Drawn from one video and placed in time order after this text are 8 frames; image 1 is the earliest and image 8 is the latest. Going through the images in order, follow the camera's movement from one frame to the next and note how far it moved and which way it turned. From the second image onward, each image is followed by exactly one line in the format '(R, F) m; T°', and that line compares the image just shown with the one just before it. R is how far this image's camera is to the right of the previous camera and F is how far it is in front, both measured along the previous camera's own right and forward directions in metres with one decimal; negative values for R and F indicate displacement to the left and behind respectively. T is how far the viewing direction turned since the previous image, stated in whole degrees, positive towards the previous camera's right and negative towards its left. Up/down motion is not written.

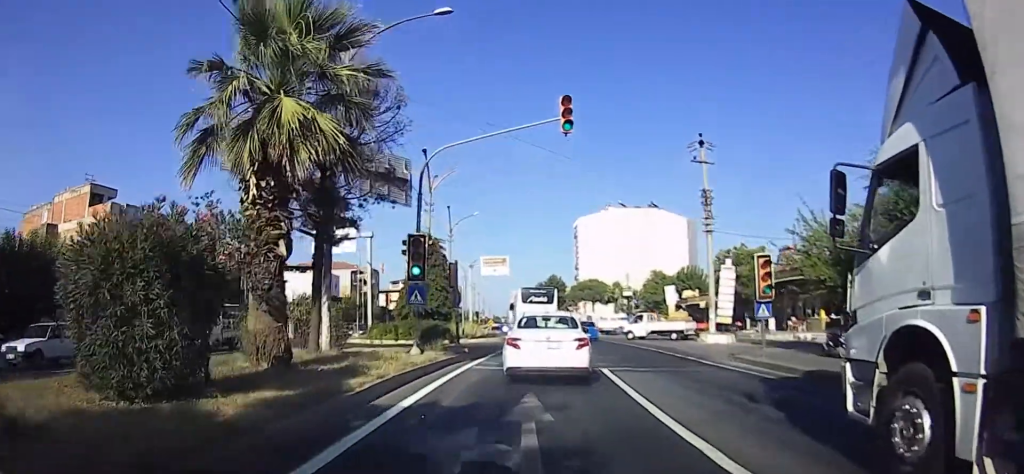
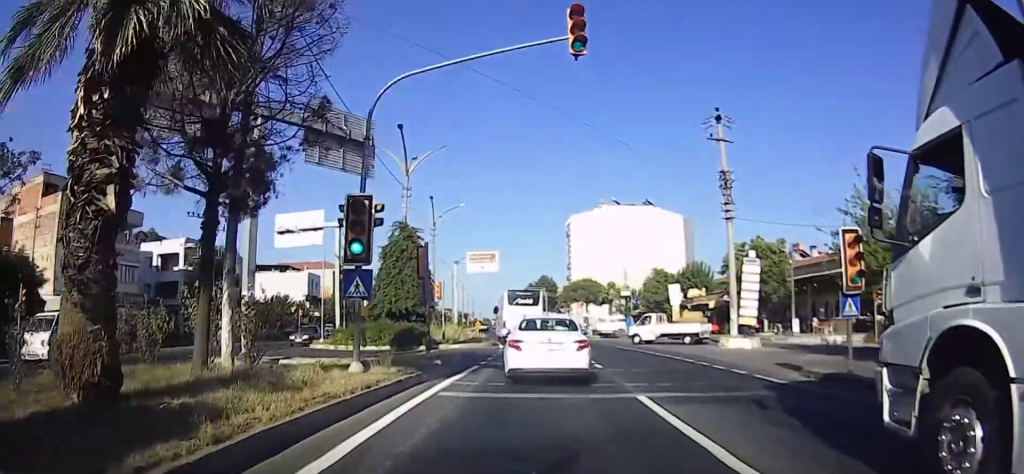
(0.0, +5.0) m; 0°
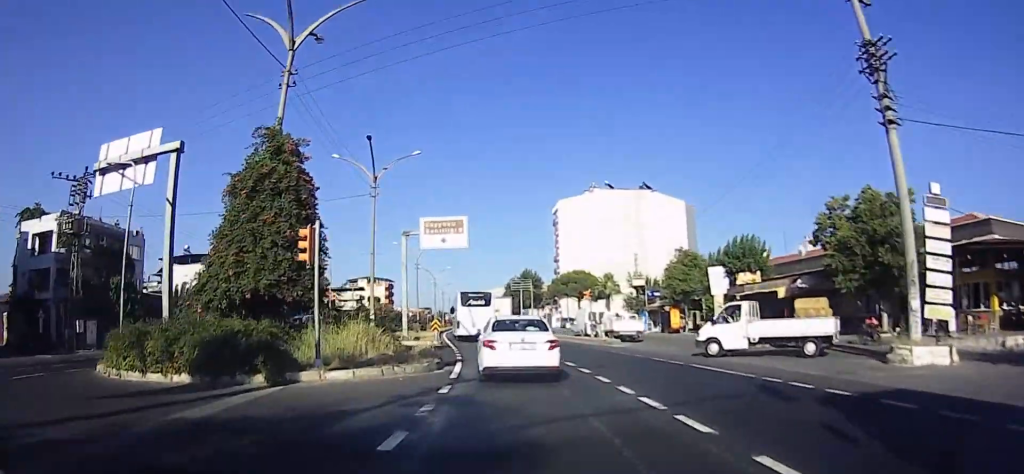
(0.0, +15.4) m; 0°
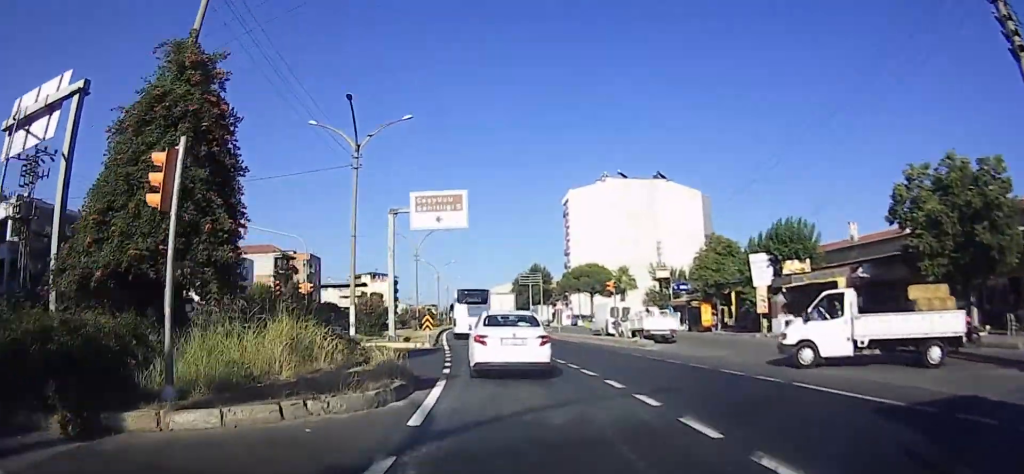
(0.0, +5.5) m; 0°
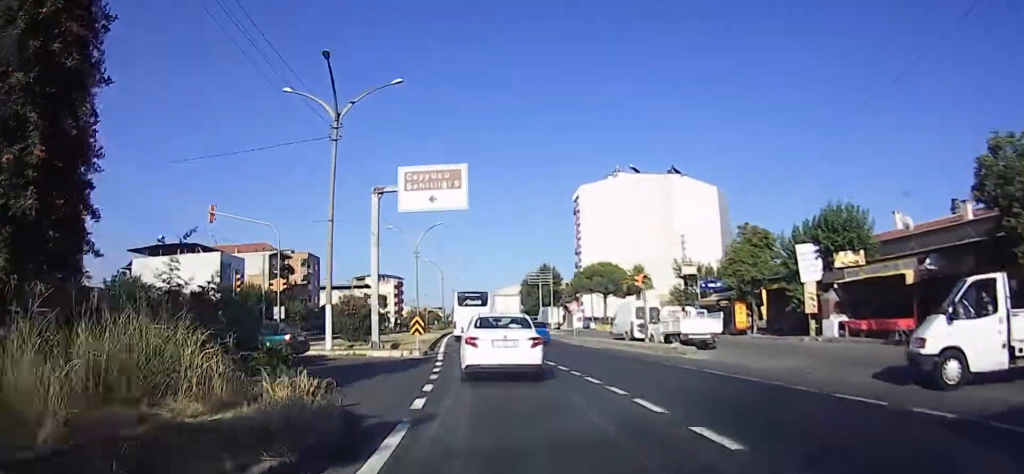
(0.0, +4.5) m; 0°
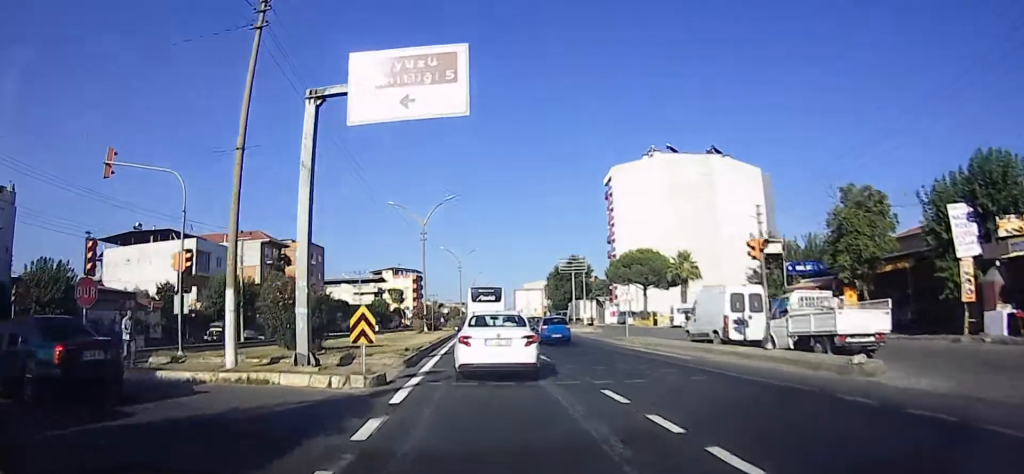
(+0.1, +10.0) m; 0°
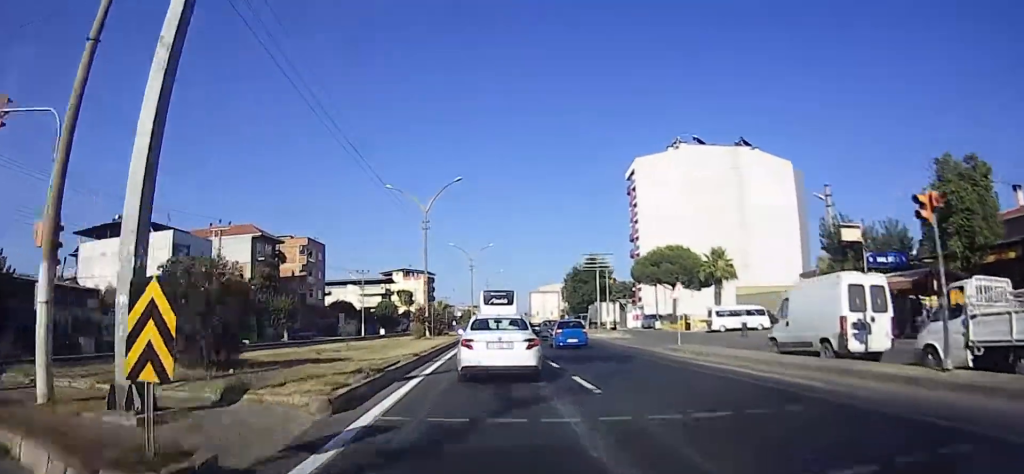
(0.0, +6.9) m; -1°
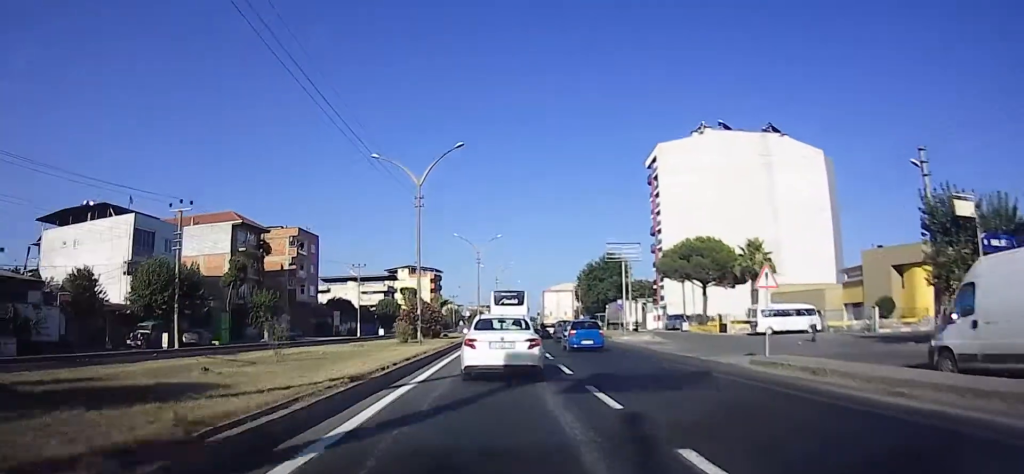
(+0.1, +7.4) m; -2°
